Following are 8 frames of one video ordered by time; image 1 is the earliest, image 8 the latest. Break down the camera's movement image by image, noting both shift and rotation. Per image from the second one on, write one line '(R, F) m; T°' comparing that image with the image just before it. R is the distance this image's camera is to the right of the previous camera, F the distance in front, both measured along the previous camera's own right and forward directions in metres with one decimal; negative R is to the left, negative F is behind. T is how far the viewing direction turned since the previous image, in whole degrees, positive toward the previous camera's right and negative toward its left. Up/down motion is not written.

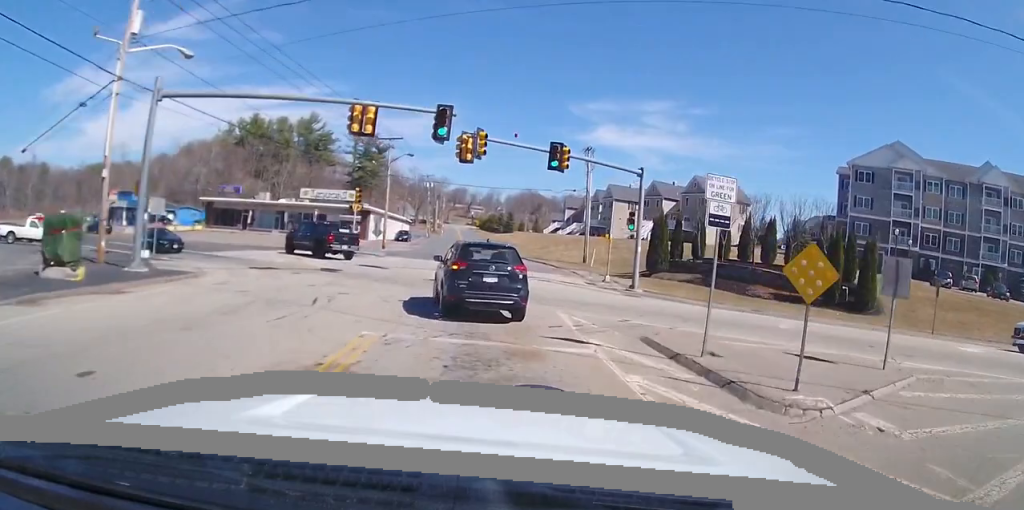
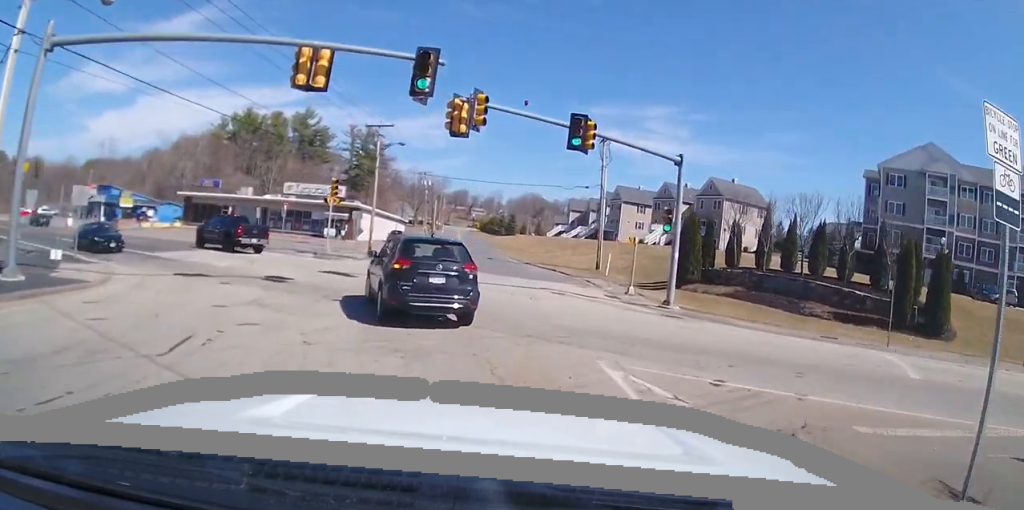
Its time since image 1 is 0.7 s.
(0.0, +6.5) m; 0°
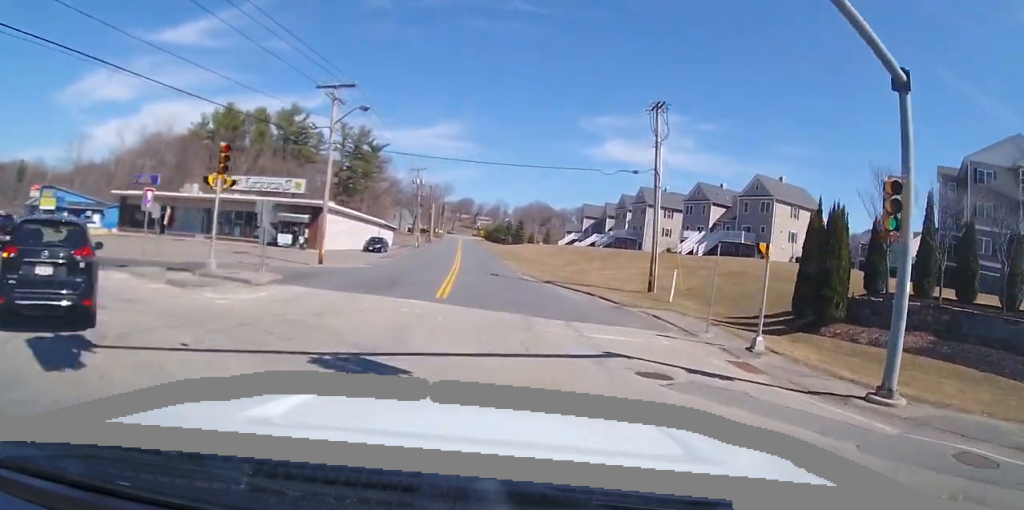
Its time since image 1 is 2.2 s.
(0.0, +14.0) m; 0°
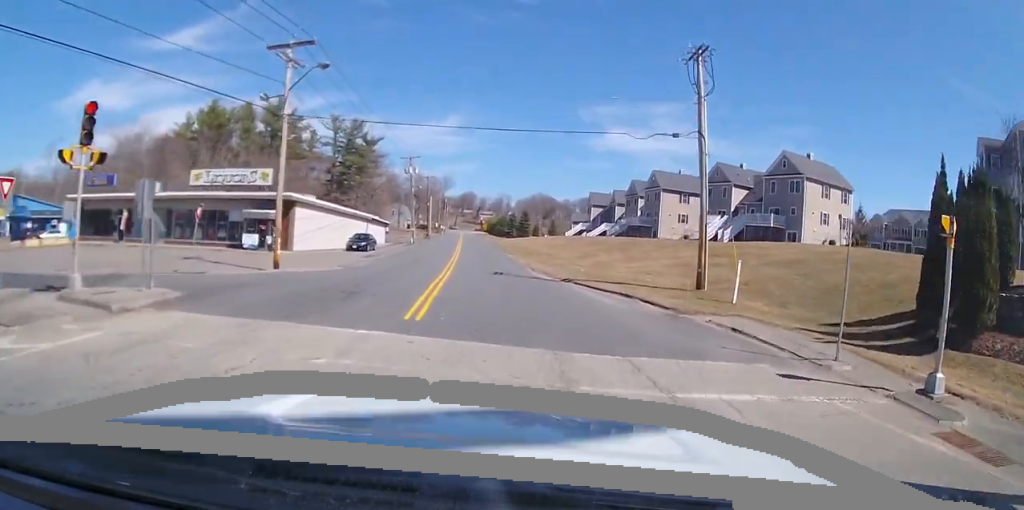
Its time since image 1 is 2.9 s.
(0.0, +6.6) m; 0°
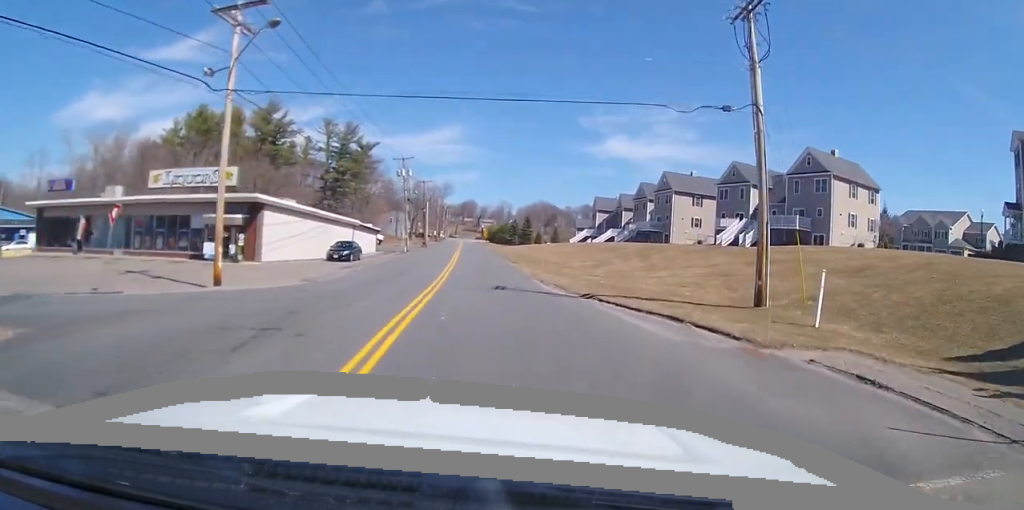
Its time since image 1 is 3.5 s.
(0.0, +5.5) m; 0°
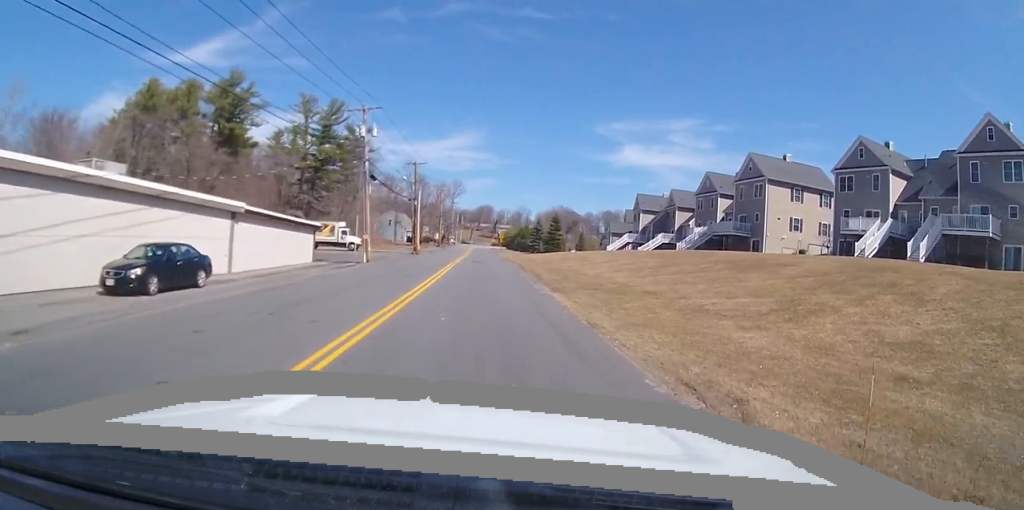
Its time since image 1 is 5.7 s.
(-0.2, +24.7) m; -1°
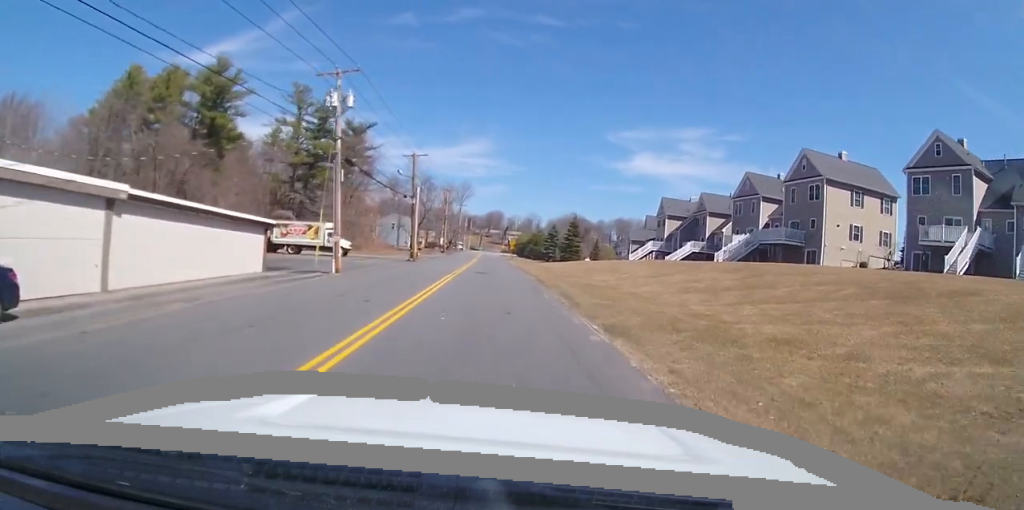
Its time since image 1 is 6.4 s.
(-0.1, +9.2) m; 0°
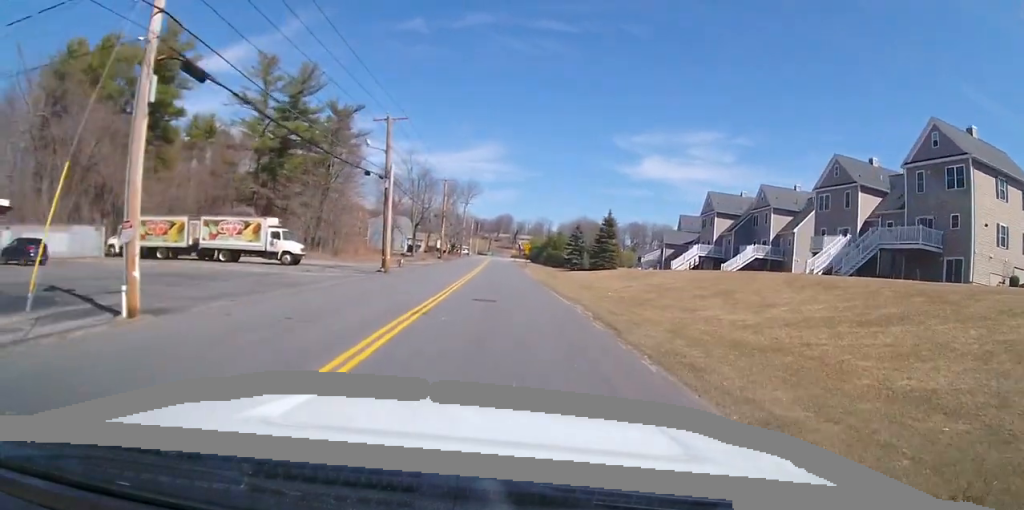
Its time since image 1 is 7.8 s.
(0.0, +17.2) m; 0°
